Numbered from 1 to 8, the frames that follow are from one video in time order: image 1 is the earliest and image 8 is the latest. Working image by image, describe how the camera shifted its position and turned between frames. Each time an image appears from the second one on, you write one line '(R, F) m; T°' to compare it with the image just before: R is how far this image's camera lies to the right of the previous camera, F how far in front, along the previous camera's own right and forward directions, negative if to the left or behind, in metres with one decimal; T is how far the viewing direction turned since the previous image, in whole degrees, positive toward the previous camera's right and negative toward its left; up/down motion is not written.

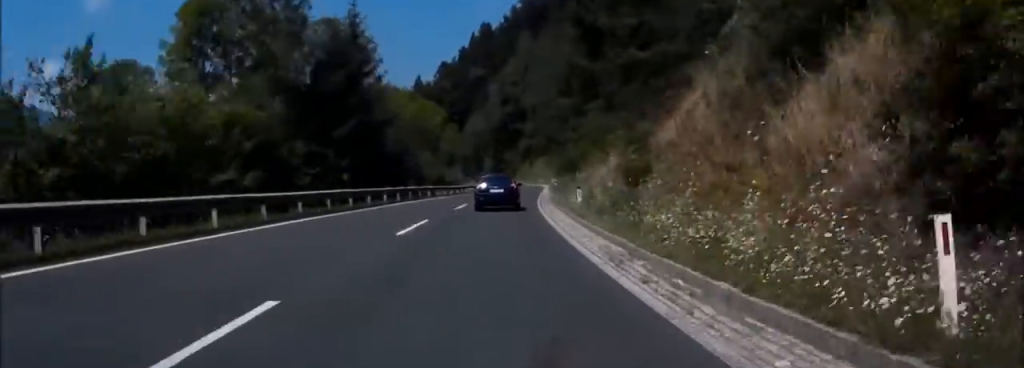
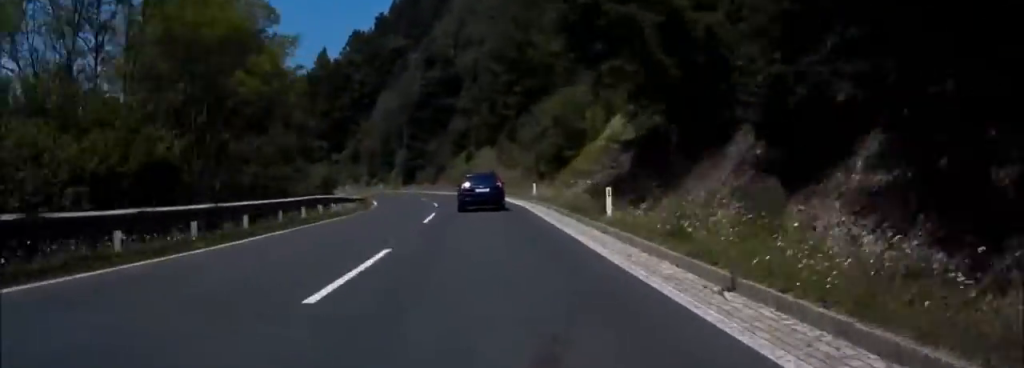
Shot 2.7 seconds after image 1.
(+3.0, +53.7) m; +5°
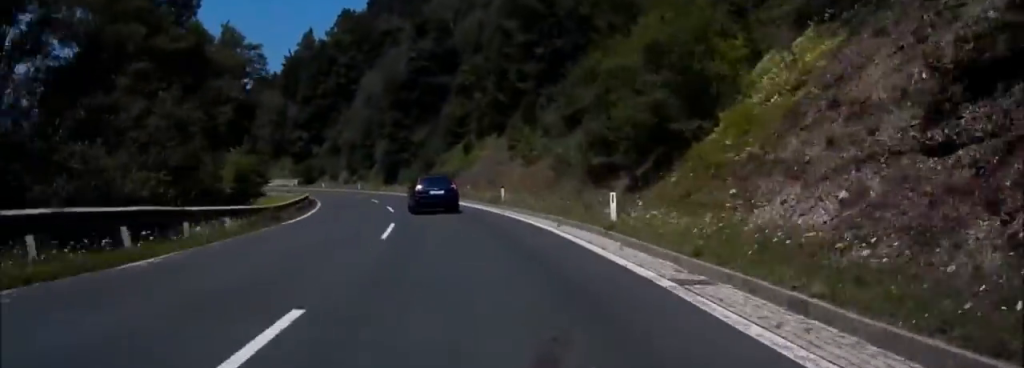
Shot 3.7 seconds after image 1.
(+0.1, +21.6) m; -2°
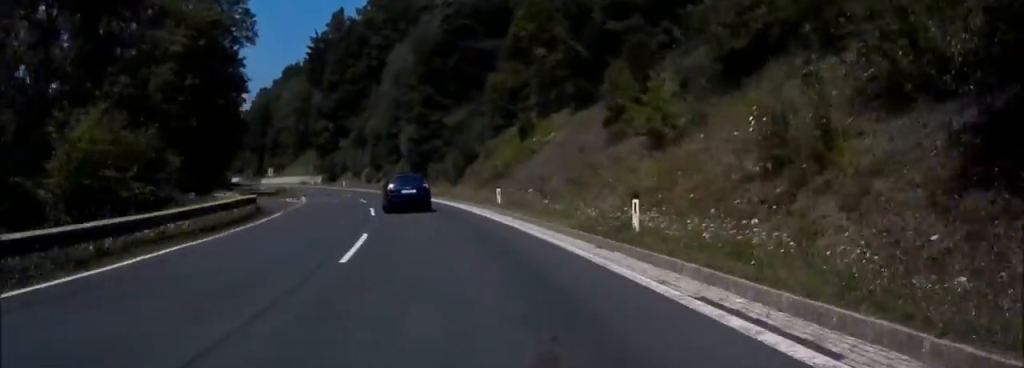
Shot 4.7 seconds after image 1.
(+0.8, +20.3) m; -2°
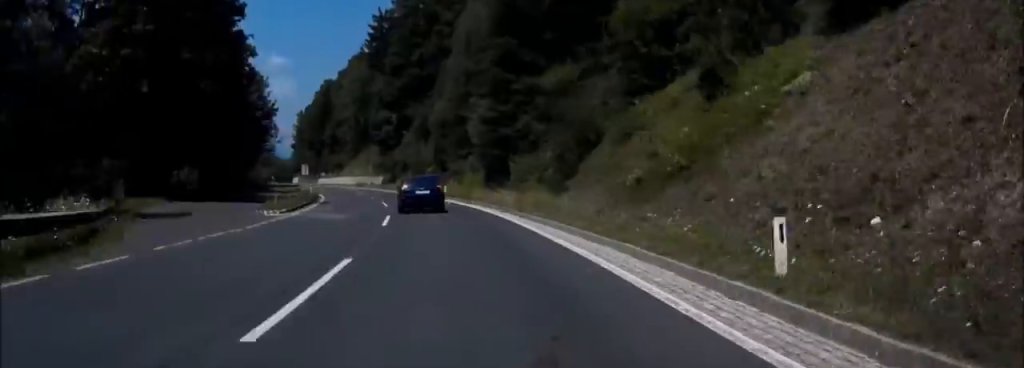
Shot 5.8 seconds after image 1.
(-1.5, +21.6) m; -5°
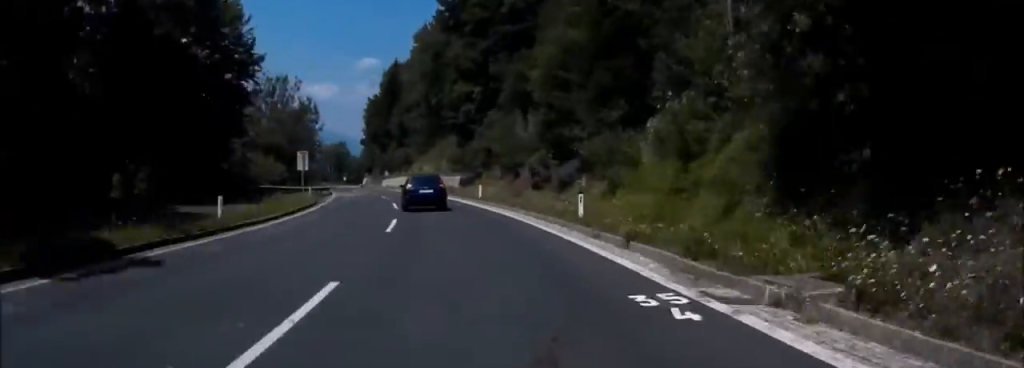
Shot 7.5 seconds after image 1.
(-2.2, +33.7) m; -7°
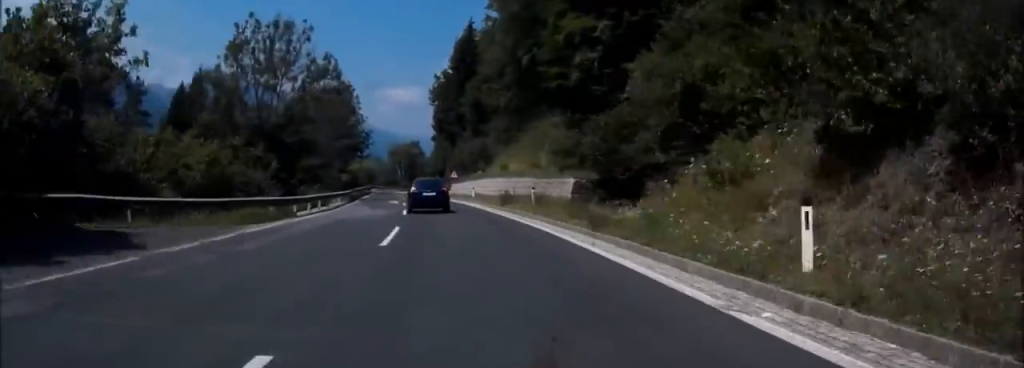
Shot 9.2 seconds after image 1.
(-2.1, +35.0) m; -6°
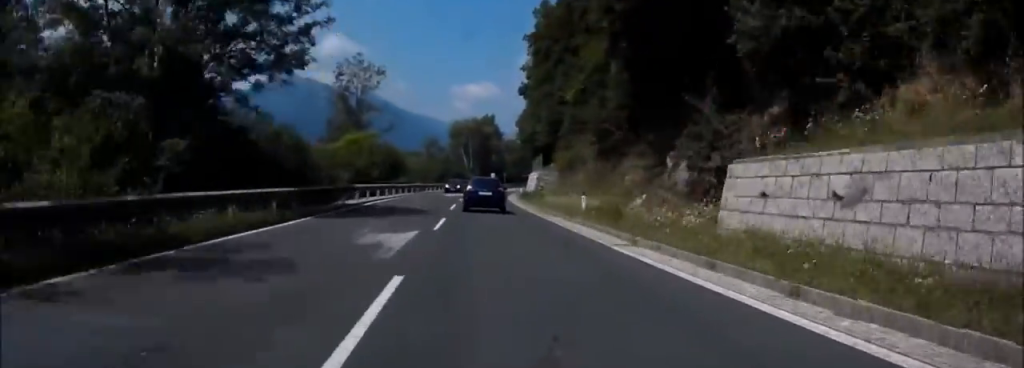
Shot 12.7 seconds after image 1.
(-5.1, +71.9) m; -4°
